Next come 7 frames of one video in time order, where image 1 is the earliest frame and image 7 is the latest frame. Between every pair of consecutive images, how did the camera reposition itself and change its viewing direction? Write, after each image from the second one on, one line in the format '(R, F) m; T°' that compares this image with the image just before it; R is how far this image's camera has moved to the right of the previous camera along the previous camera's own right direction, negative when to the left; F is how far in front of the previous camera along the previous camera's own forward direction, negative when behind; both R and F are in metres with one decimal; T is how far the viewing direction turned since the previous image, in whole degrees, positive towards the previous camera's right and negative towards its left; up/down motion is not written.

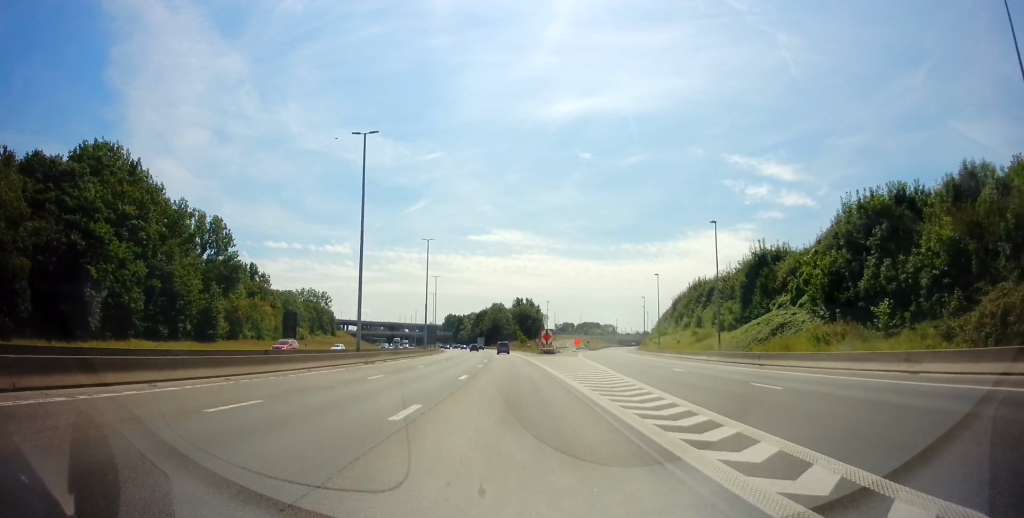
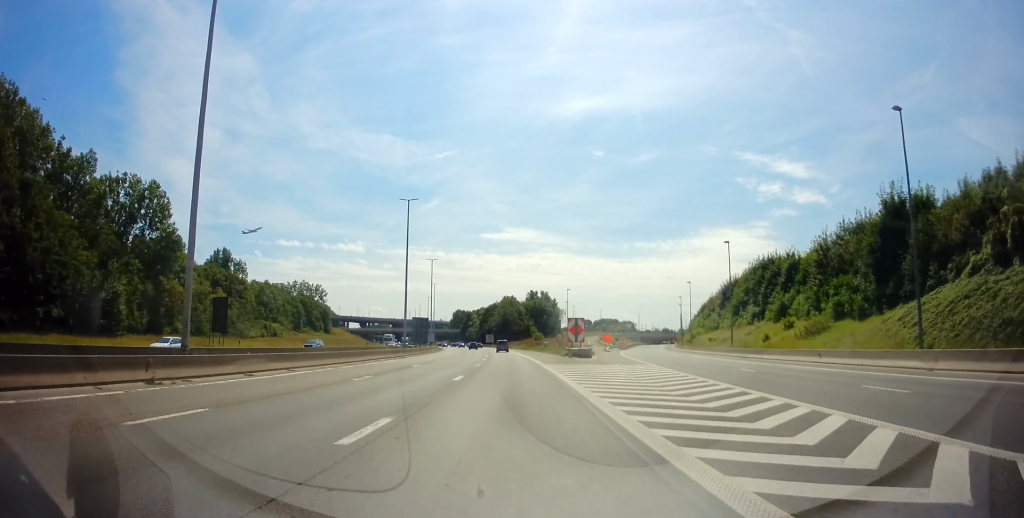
(+0.2, +28.0) m; 0°
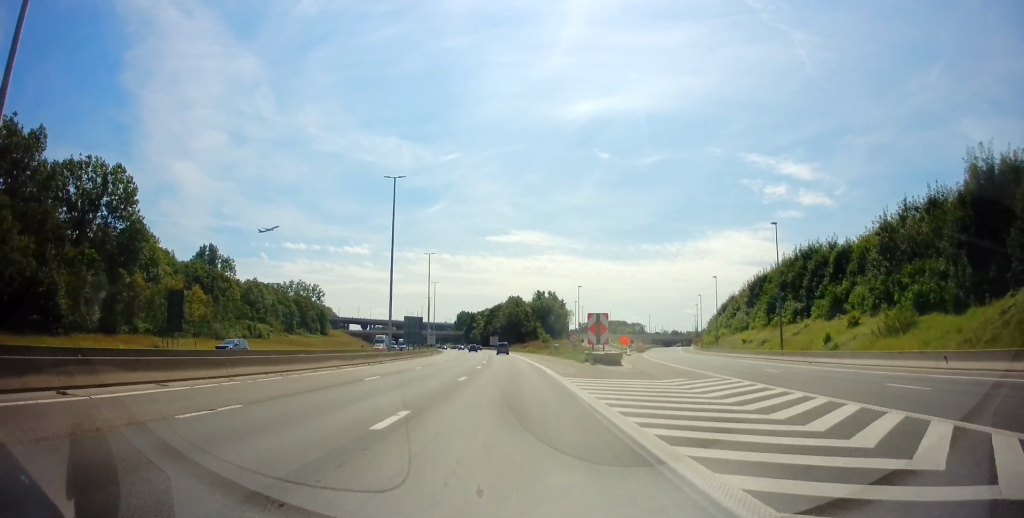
(0.0, +11.8) m; -1°
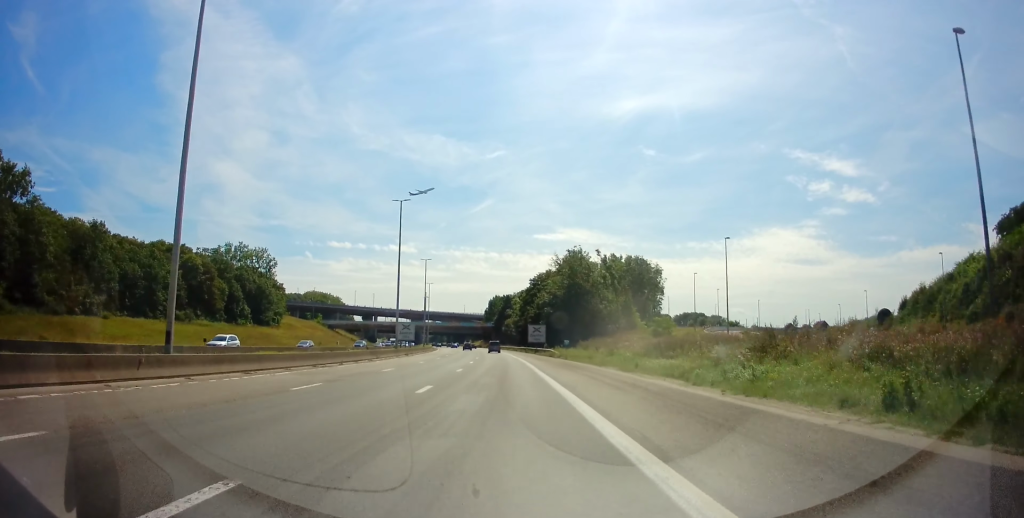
(-5.3, +96.2) m; -5°
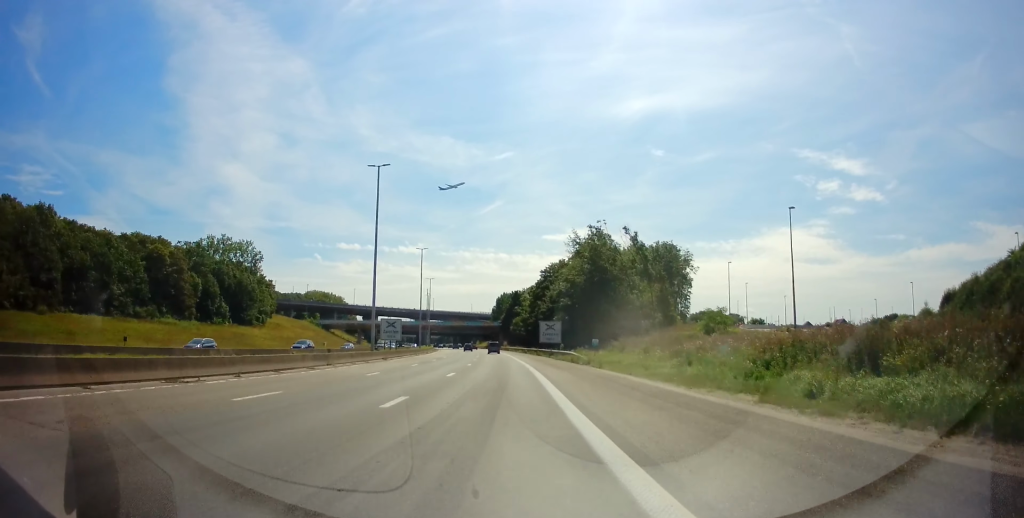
(-0.1, +16.0) m; -1°
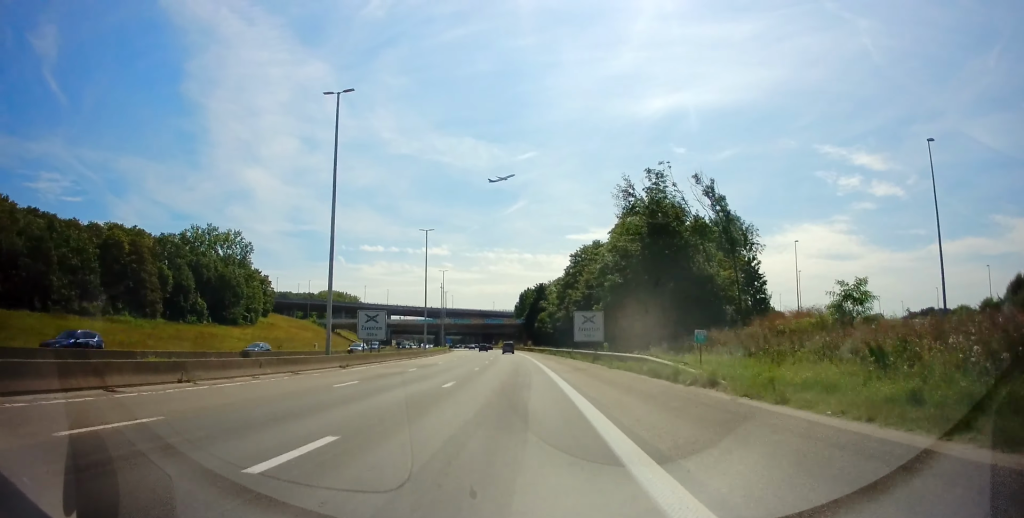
(-0.1, +19.6) m; -1°
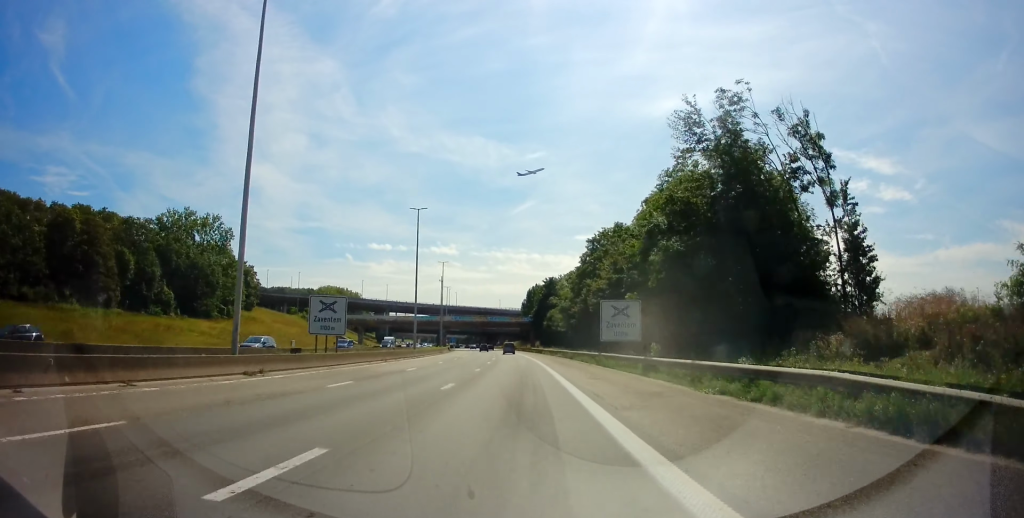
(-0.3, +14.3) m; -1°
